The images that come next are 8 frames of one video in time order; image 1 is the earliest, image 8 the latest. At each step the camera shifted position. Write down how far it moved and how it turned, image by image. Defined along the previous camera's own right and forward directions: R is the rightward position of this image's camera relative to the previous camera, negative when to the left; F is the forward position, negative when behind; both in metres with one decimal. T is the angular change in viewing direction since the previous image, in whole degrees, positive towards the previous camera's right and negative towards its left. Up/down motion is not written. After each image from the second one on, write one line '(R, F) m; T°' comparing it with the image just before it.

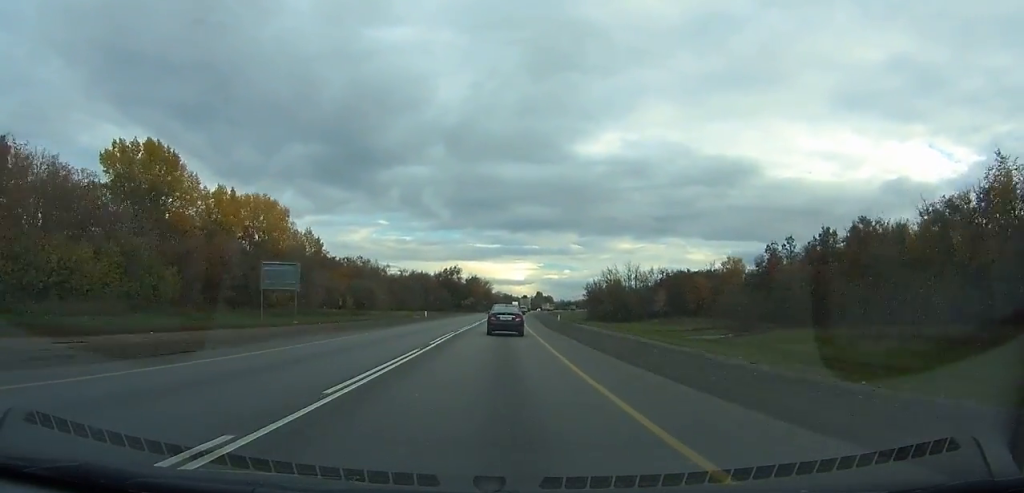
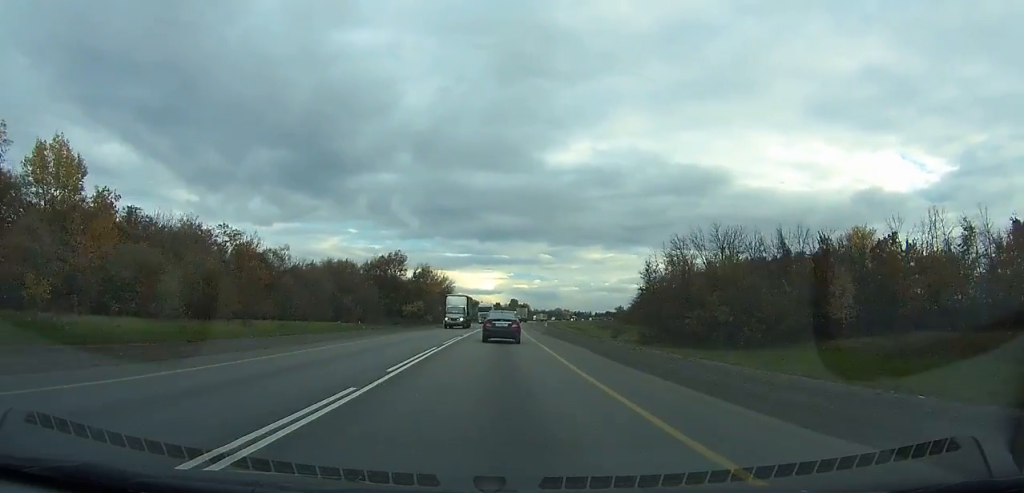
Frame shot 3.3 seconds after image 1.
(+4.4, +79.8) m; -2°
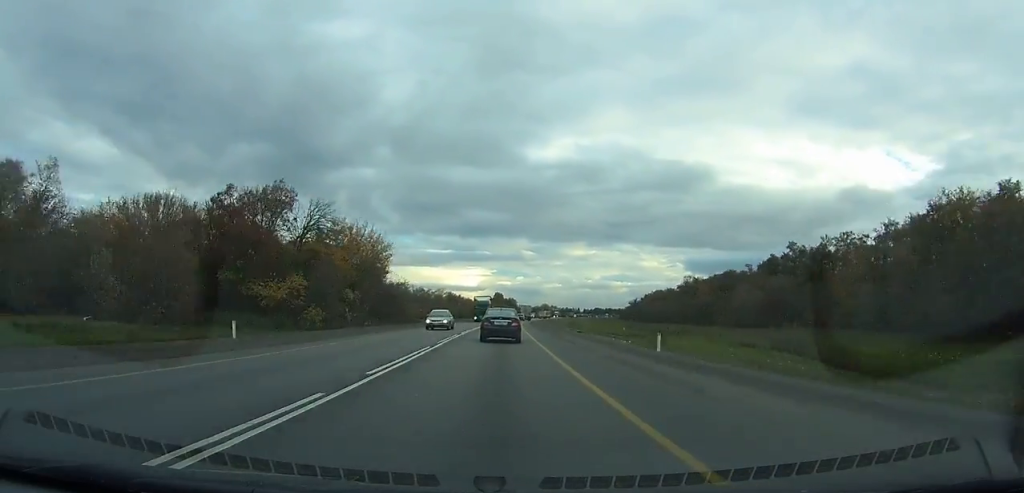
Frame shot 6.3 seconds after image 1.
(-6.6, +70.4) m; -1°
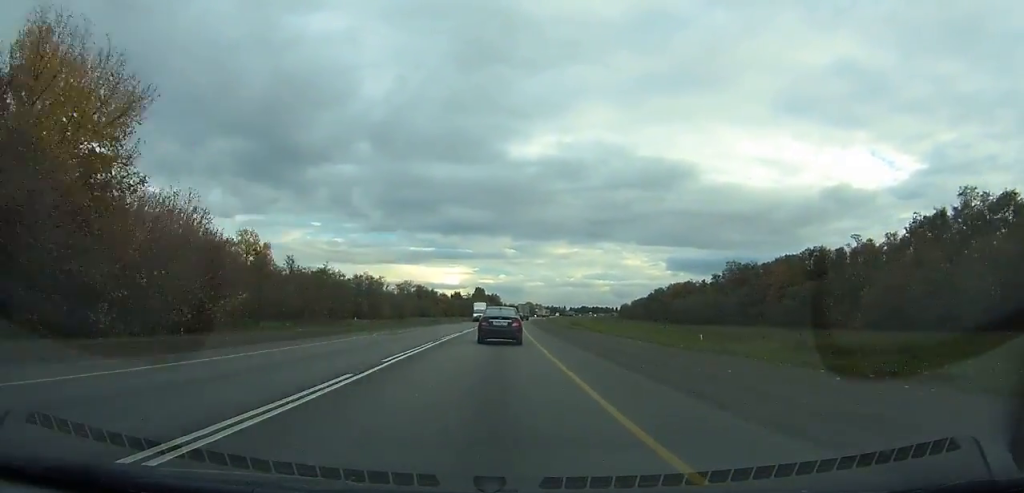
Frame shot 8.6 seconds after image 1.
(+4.0, +54.8) m; +5°
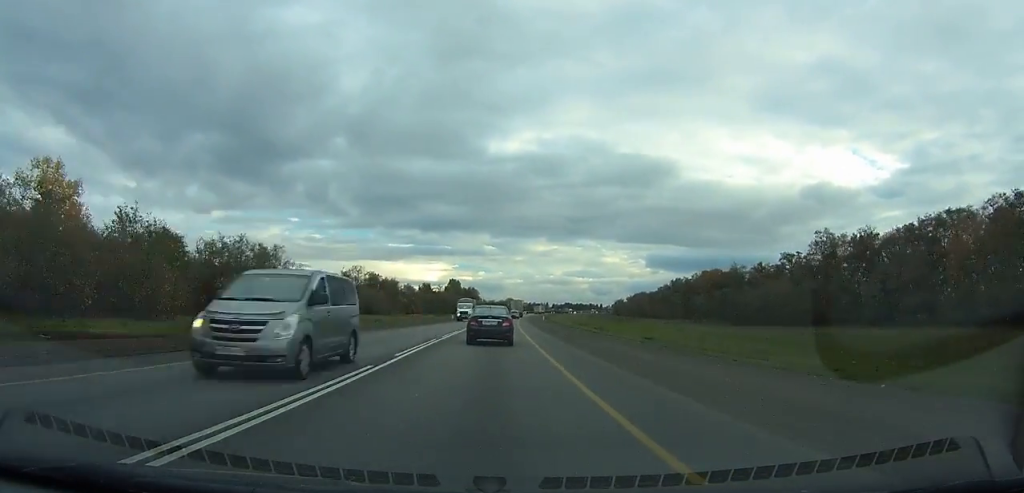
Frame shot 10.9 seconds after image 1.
(+1.5, +55.4) m; +2°
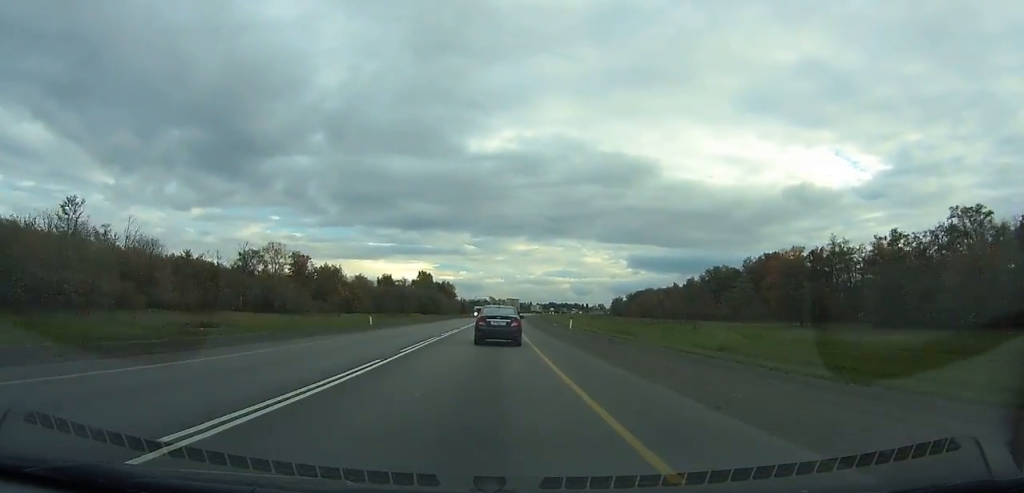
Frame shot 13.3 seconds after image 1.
(+0.9, +57.7) m; +2°
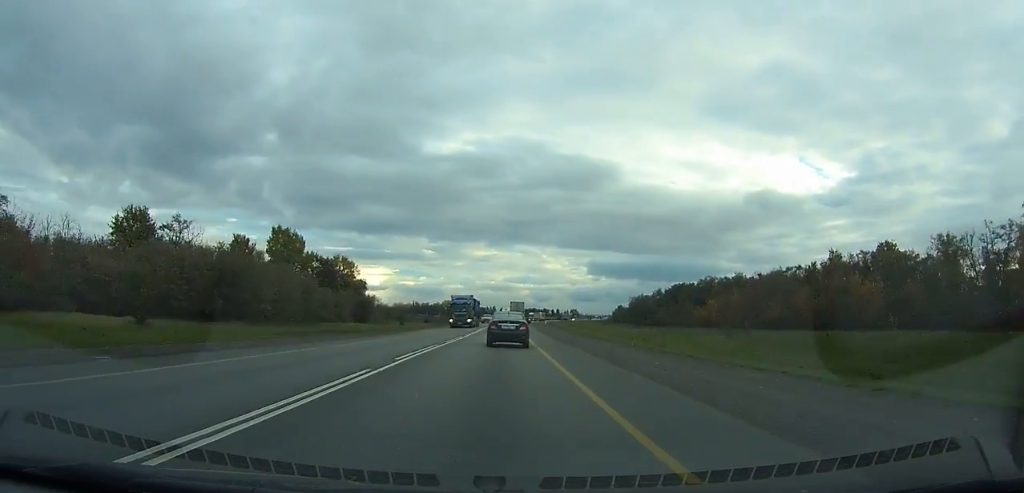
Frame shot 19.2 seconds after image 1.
(+4.5, +139.0) m; +4°
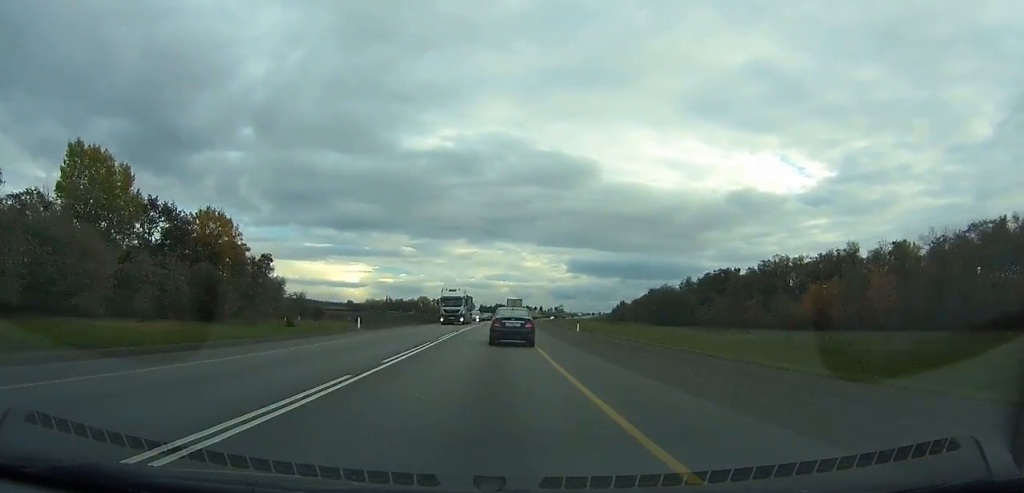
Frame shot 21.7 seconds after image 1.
(+0.9, +56.9) m; +2°
